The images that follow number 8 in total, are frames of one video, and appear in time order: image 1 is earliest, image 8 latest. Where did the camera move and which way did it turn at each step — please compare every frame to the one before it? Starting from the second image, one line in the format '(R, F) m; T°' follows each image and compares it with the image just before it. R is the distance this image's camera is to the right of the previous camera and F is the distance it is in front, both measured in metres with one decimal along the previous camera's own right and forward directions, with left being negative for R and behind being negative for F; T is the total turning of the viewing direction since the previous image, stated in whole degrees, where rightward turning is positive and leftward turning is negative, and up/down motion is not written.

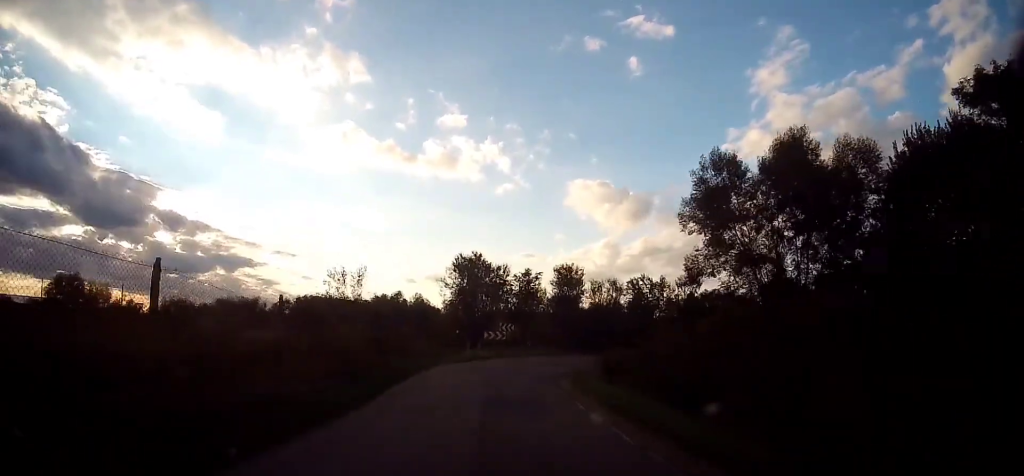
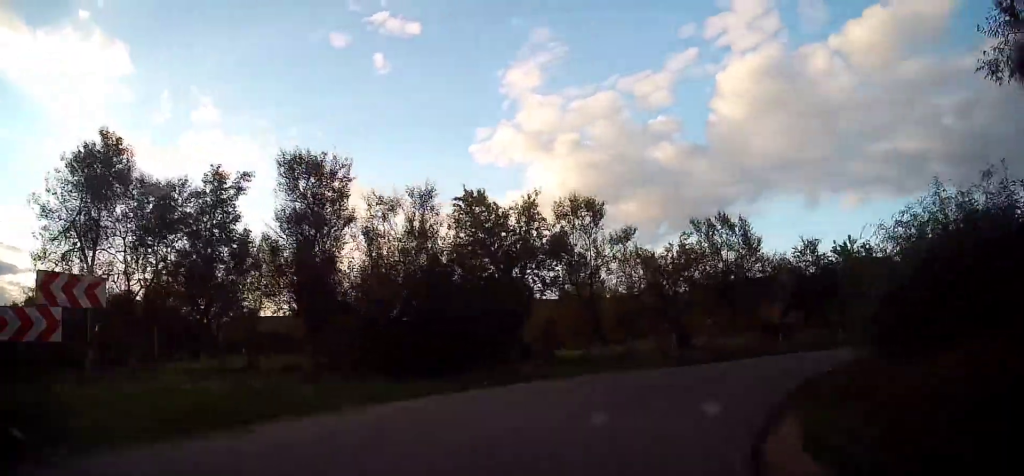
(+2.5, +29.3) m; +22°
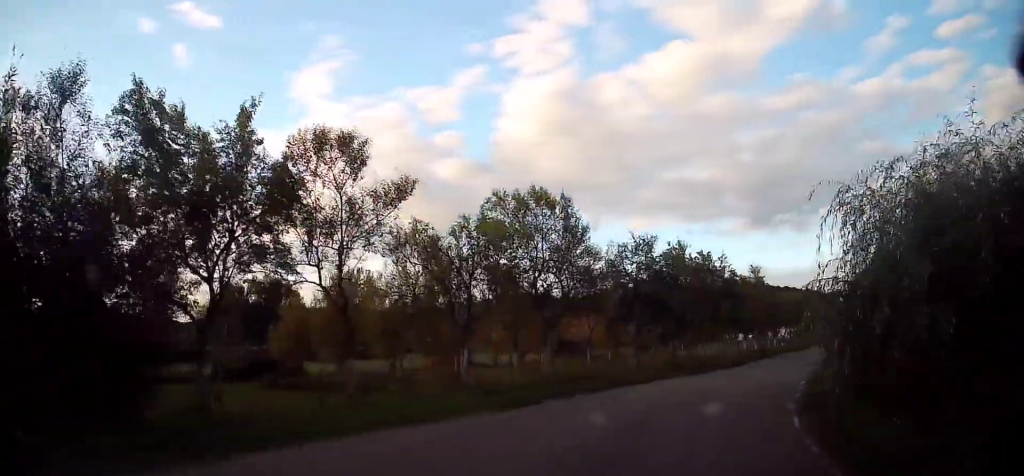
(+2.3, +9.5) m; +26°
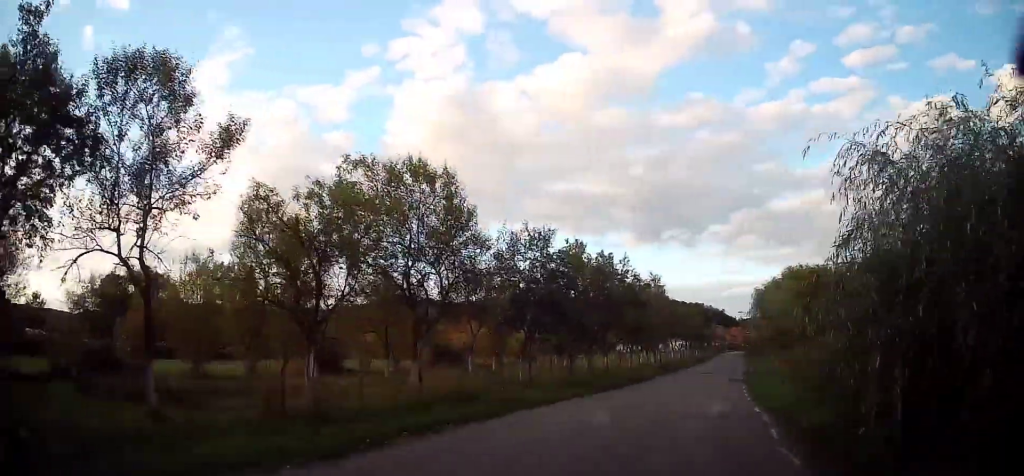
(+0.6, +4.1) m; +12°
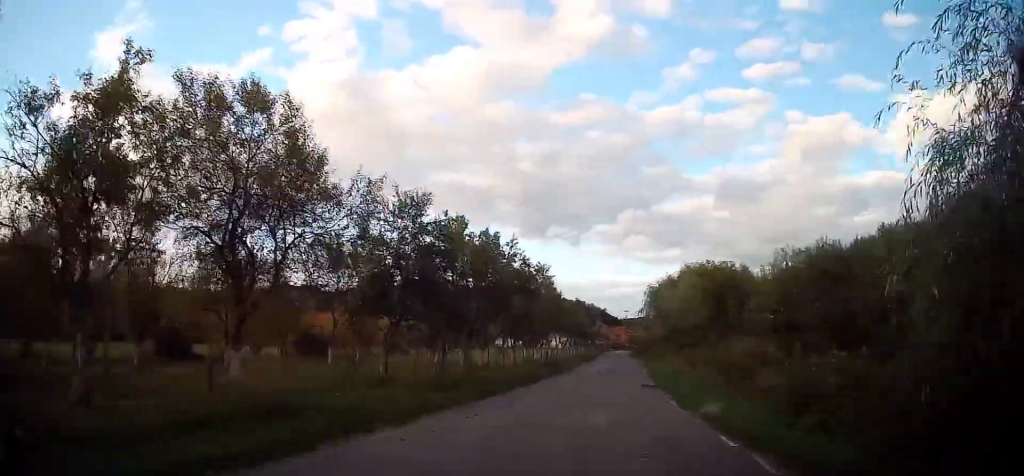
(+0.4, +4.2) m; +11°
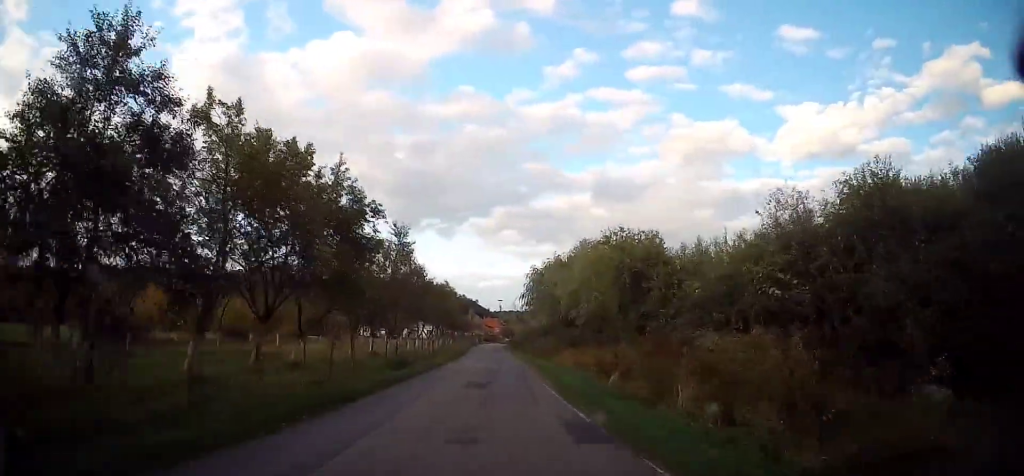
(+1.9, +9.5) m; +16°
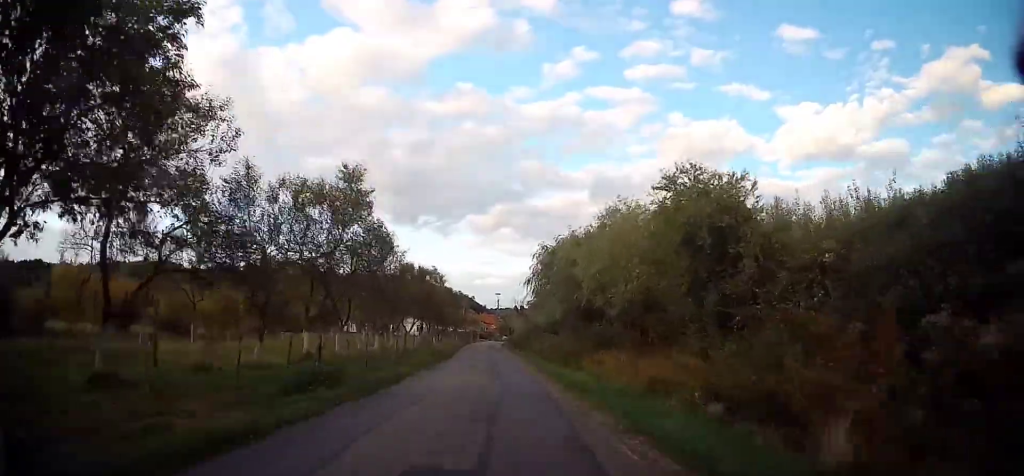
(+0.6, +10.2) m; +3°
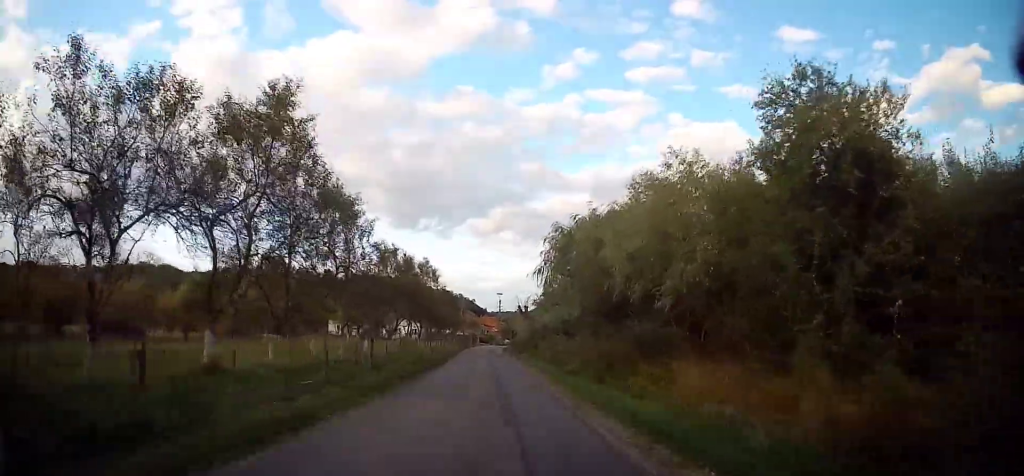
(-0.1, +7.8) m; 0°
